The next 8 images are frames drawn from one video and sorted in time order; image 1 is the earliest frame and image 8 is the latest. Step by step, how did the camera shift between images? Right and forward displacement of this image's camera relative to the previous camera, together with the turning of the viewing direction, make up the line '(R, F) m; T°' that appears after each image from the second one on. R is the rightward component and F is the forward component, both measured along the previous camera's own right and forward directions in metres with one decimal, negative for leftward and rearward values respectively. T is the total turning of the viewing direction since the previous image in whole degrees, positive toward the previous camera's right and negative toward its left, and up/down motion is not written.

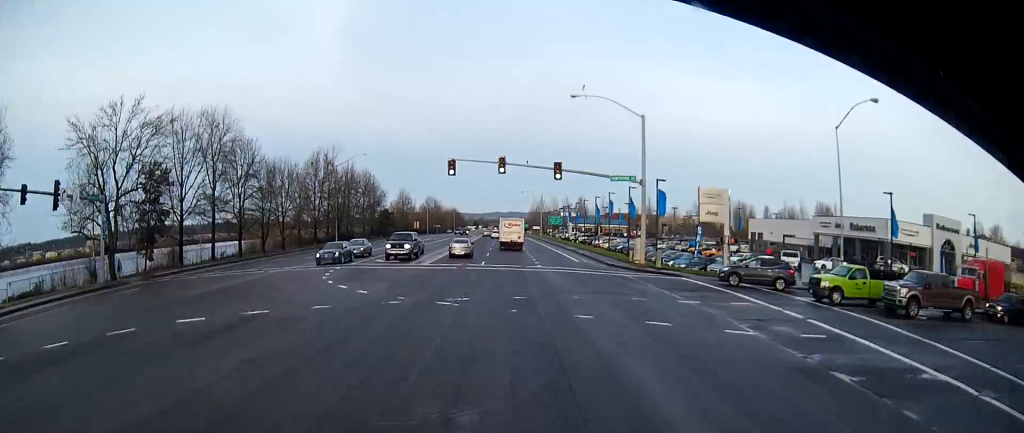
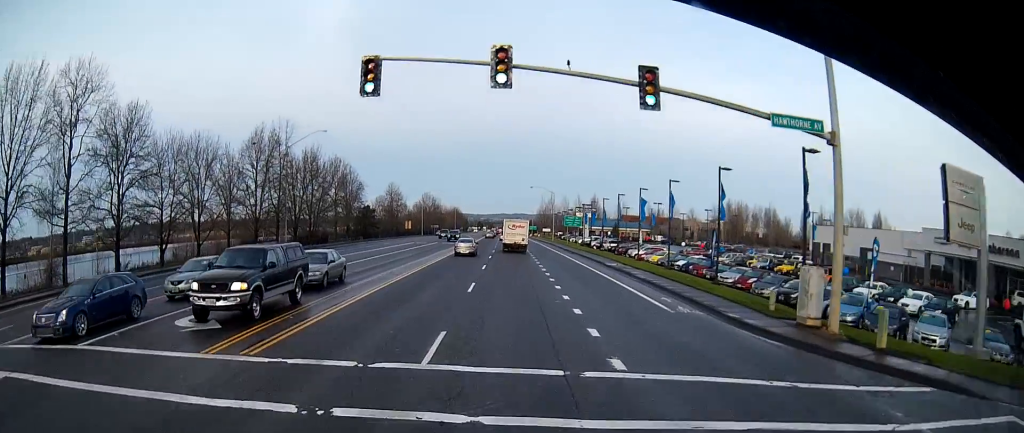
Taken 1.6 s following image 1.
(0.0, +27.5) m; -1°
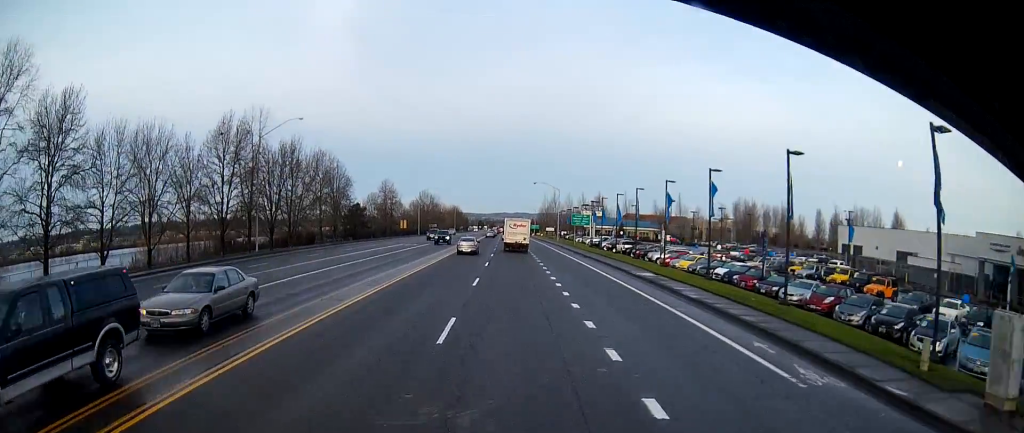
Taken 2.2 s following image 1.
(-0.3, +10.1) m; 0°
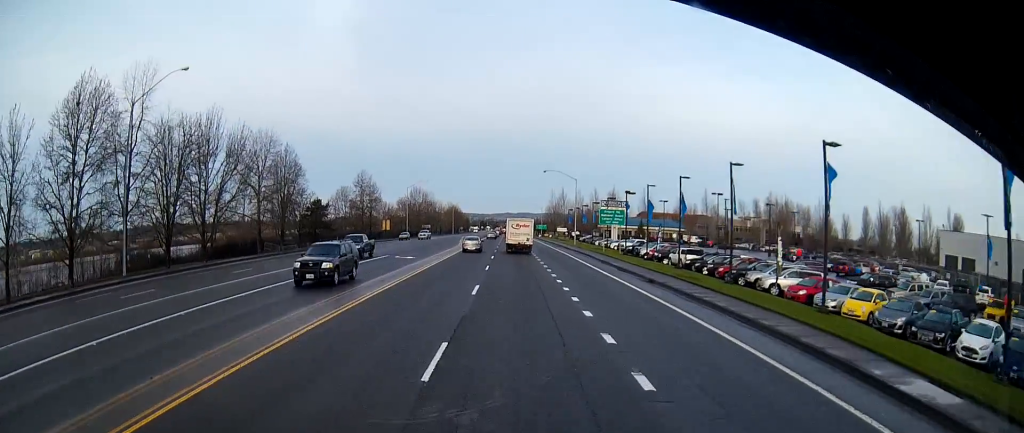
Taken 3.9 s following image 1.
(+0.2, +27.9) m; -1°
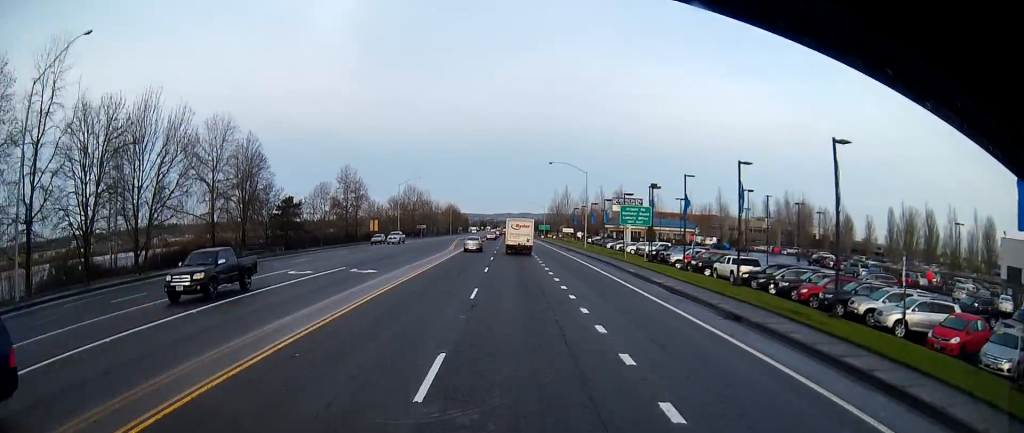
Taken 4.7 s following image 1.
(-0.3, +13.4) m; -1°
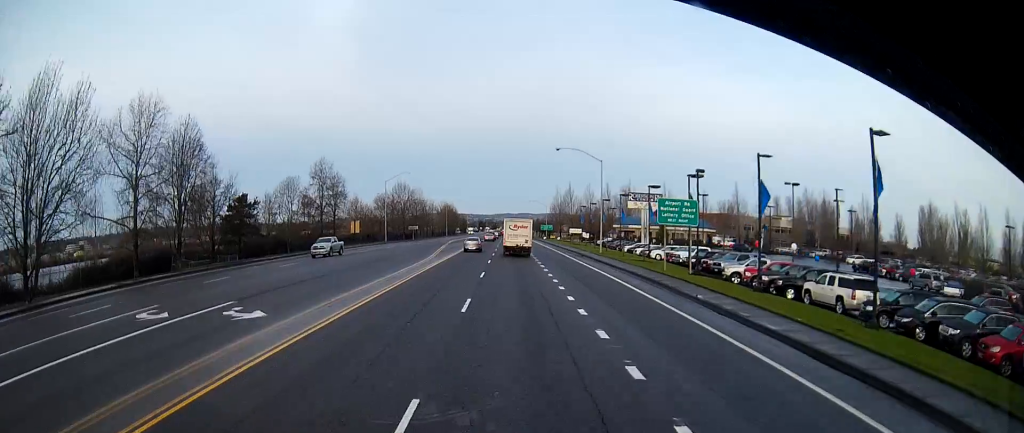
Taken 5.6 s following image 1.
(0.0, +15.4) m; 0°
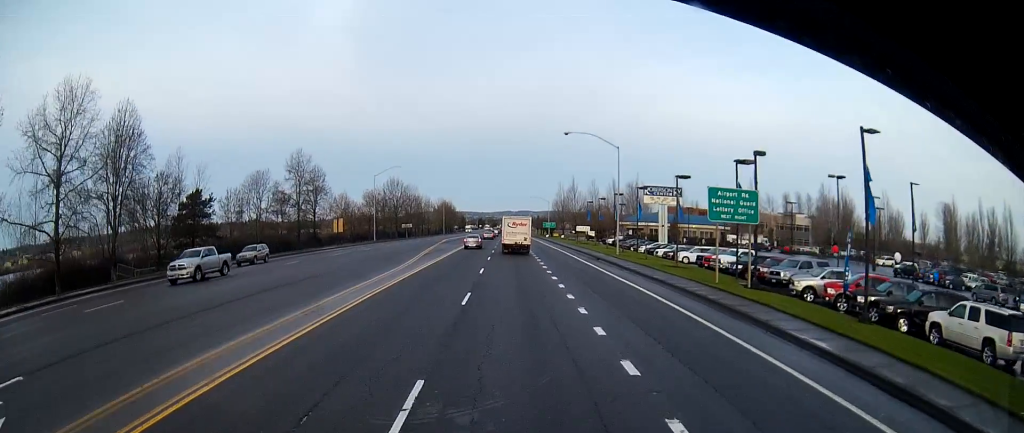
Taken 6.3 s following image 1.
(+0.1, +11.4) m; +1°
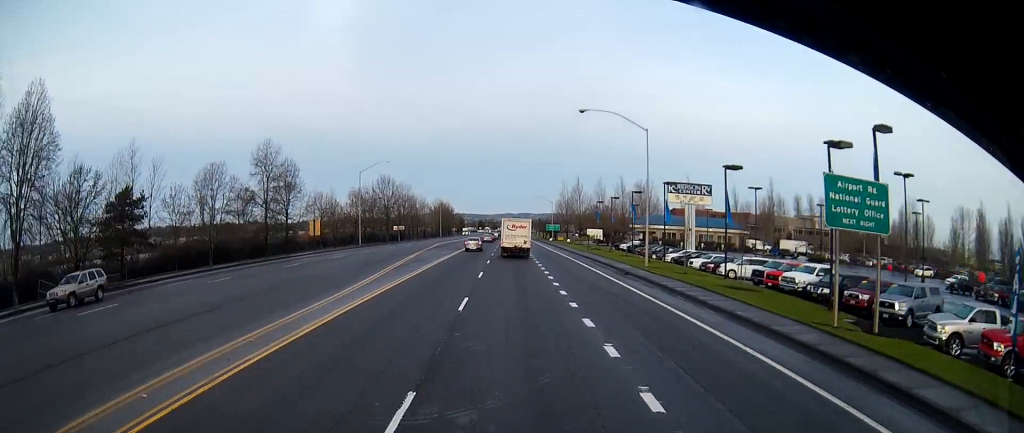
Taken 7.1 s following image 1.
(+0.1, +13.0) m; 0°
